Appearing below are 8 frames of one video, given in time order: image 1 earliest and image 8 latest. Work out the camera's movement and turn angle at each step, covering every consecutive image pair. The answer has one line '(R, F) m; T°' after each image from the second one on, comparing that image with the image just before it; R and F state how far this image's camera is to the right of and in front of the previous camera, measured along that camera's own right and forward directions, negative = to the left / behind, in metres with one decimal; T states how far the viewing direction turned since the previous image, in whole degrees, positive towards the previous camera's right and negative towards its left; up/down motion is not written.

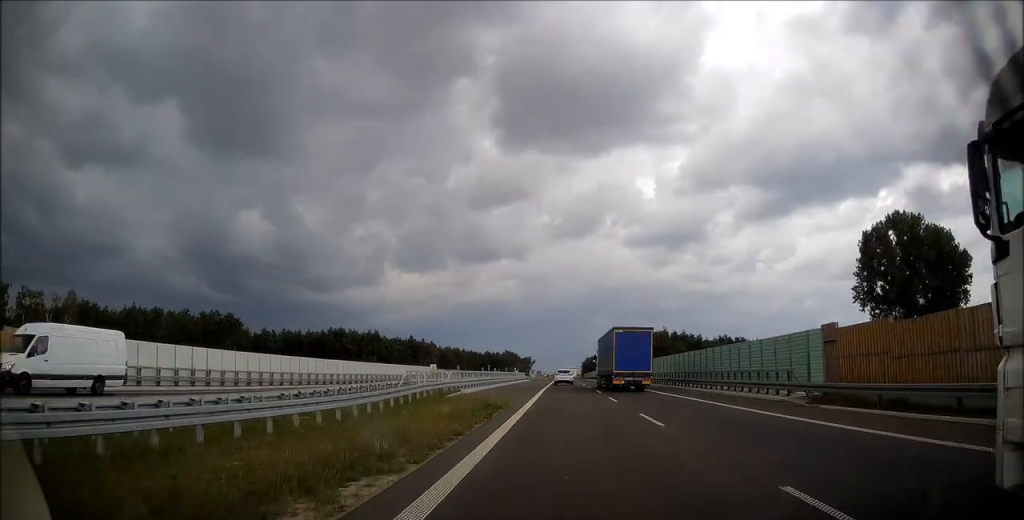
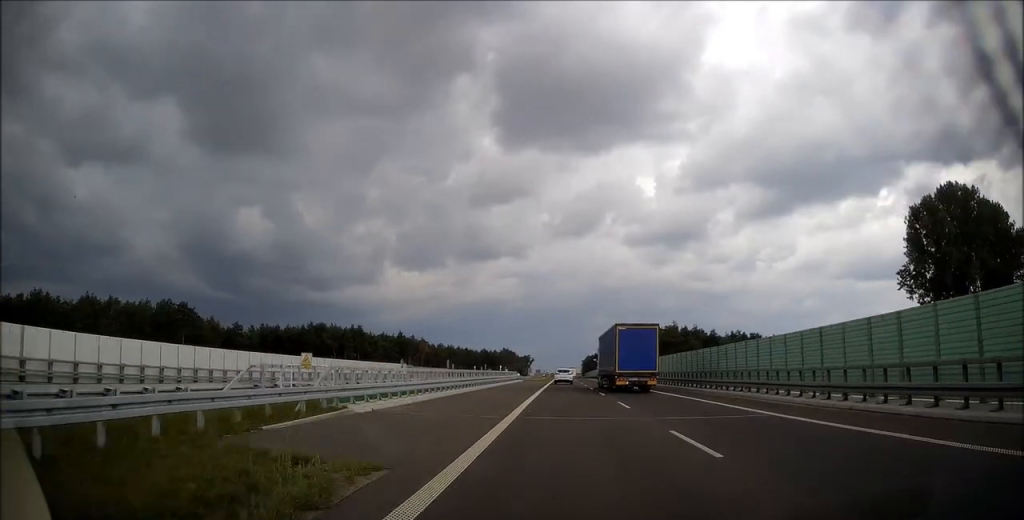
(+0.2, +17.4) m; 0°
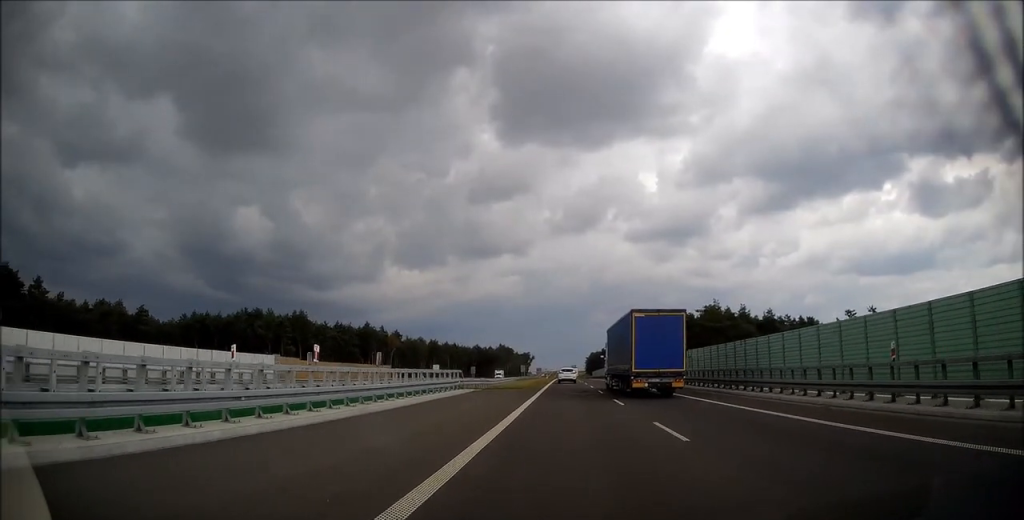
(-0.2, +45.6) m; 0°
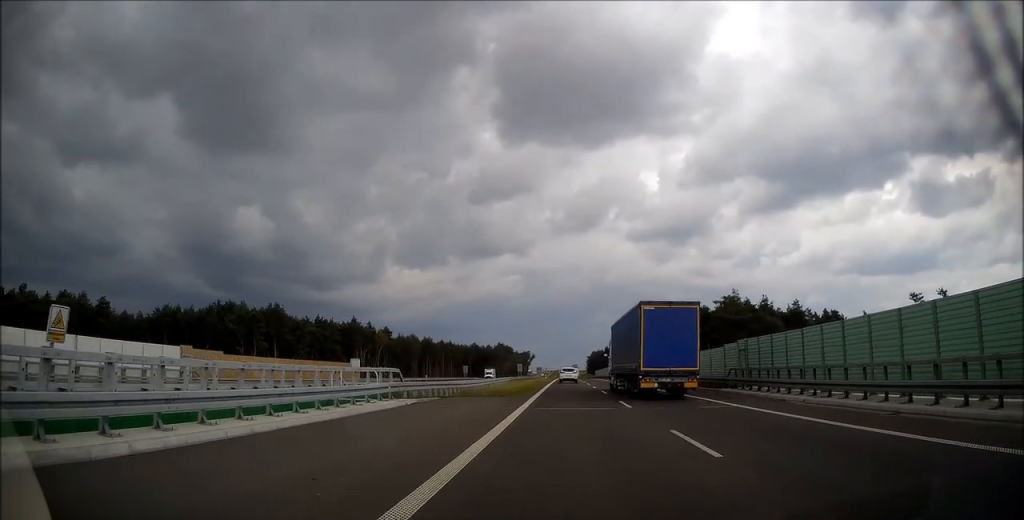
(+0.2, +14.0) m; 0°
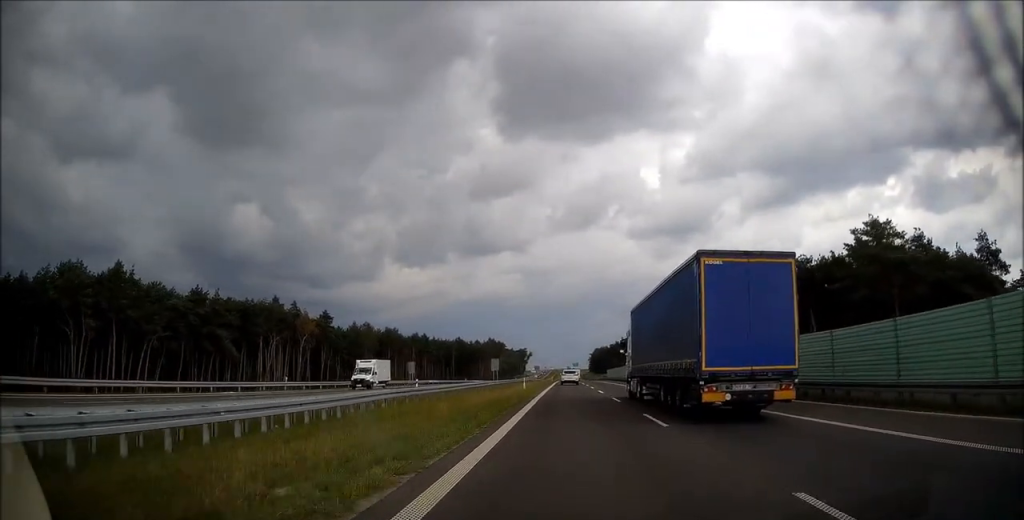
(-0.1, +54.5) m; 0°
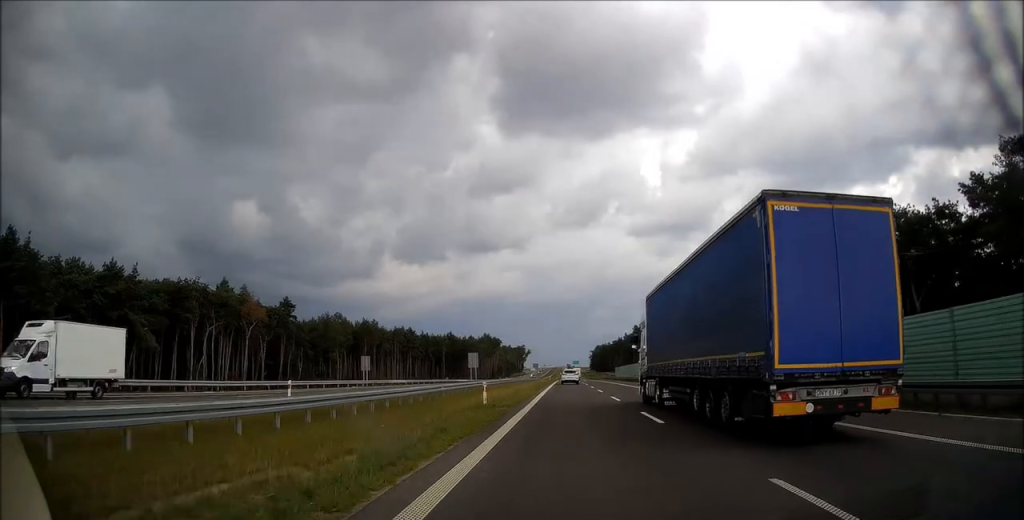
(-0.1, +23.1) m; 0°
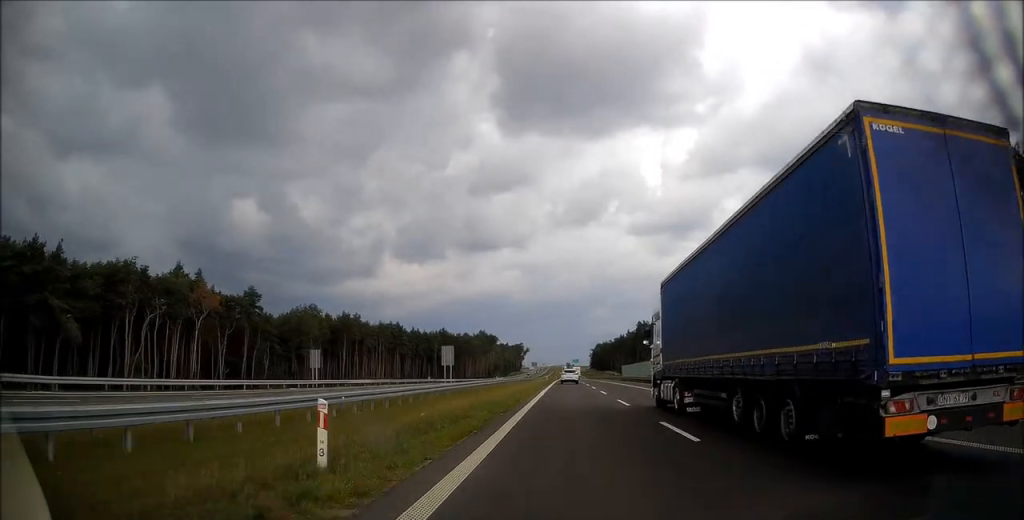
(0.0, +15.9) m; 0°
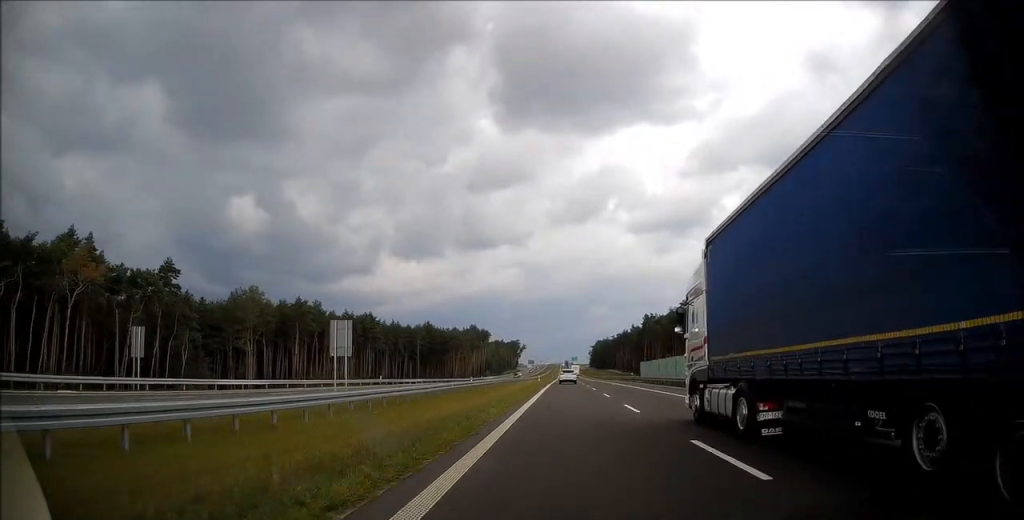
(-0.2, +27.9) m; 0°
